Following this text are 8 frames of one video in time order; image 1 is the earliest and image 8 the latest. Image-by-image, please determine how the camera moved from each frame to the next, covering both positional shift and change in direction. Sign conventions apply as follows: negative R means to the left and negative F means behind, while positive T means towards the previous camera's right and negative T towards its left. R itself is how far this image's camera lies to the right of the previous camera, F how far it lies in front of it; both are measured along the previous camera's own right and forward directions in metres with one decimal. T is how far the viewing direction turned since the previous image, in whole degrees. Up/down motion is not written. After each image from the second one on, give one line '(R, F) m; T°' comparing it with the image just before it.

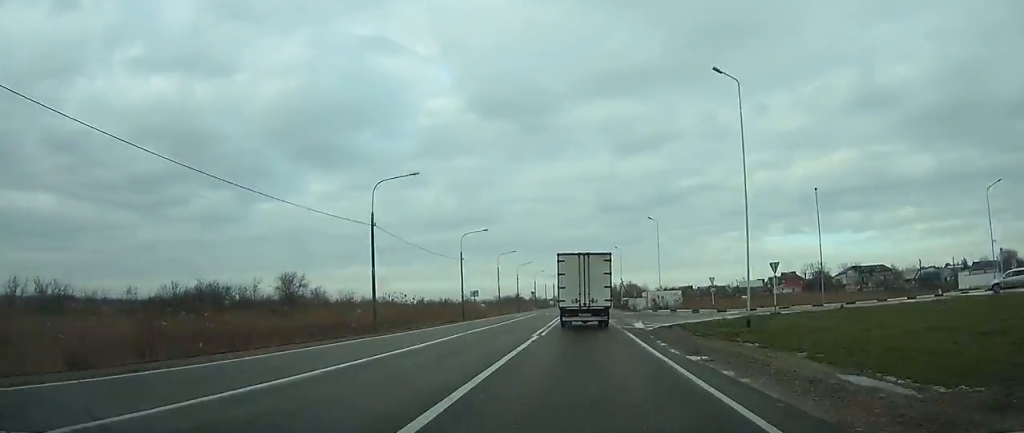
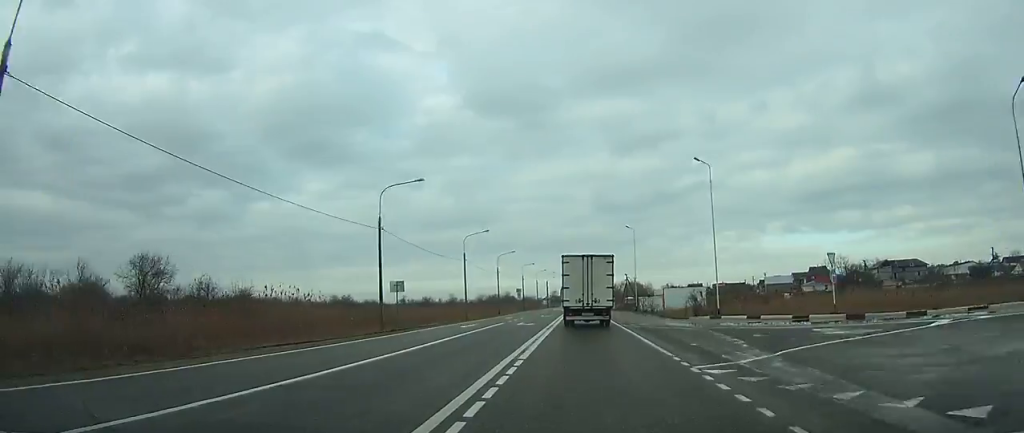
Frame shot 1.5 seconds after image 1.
(0.0, +27.7) m; 0°
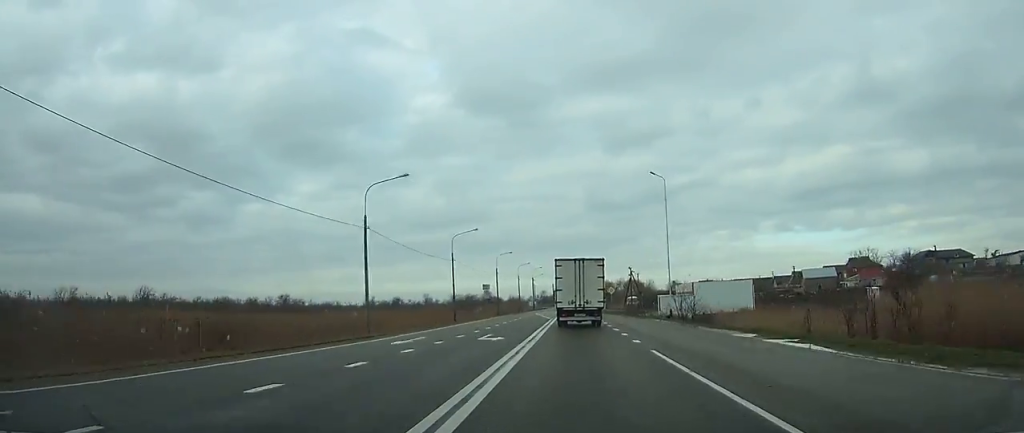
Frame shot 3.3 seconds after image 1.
(0.0, +31.4) m; 0°
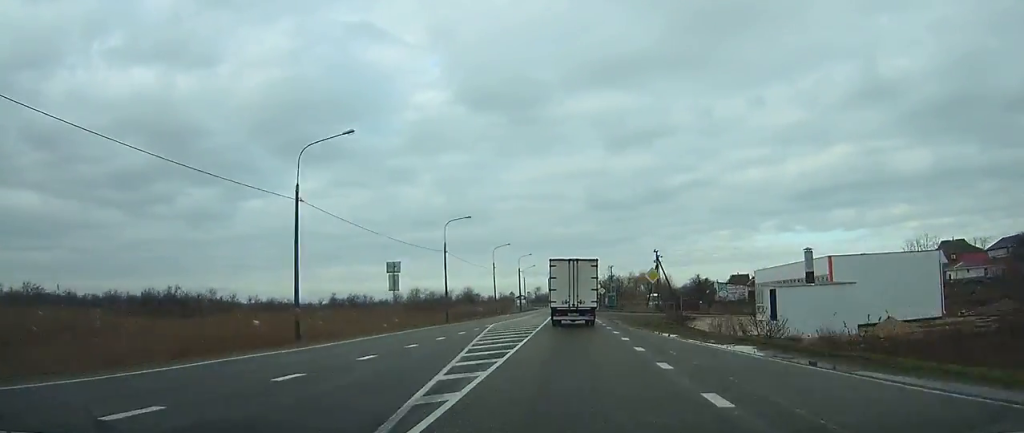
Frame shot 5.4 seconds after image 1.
(-0.1, +38.6) m; 0°
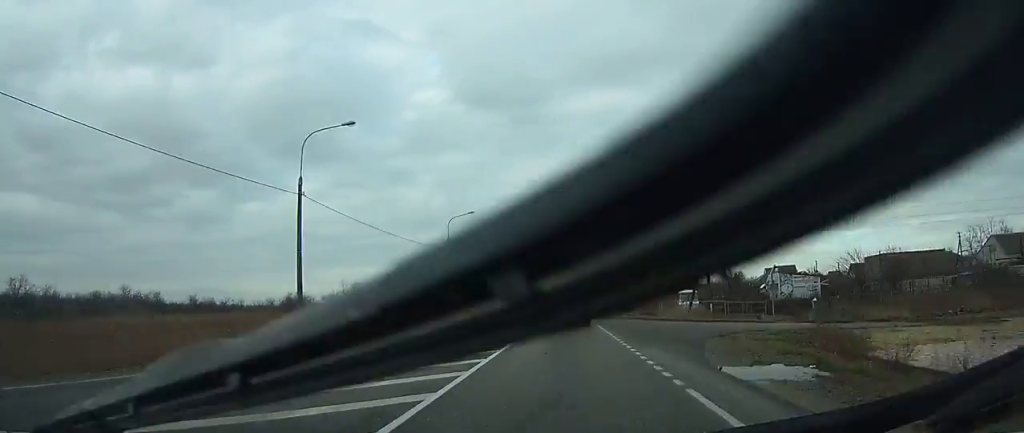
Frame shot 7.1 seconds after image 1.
(0.0, +31.5) m; 0°
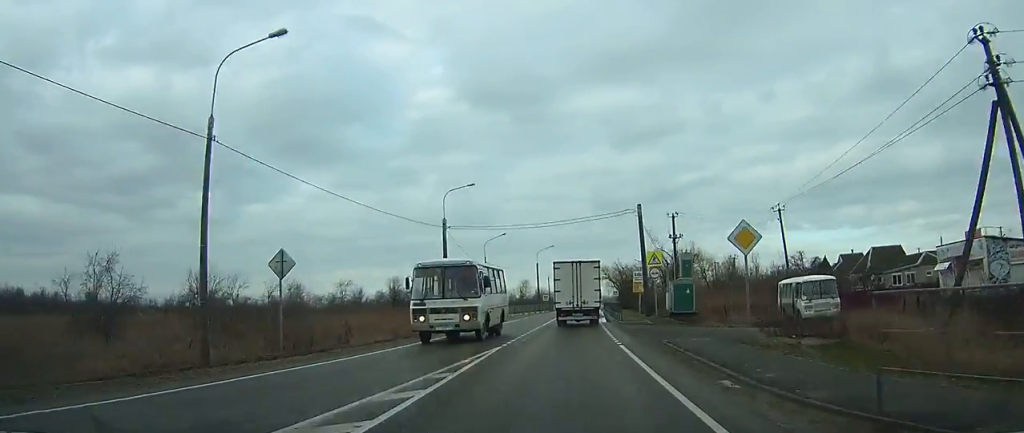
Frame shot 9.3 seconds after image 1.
(+0.2, +39.0) m; +1°
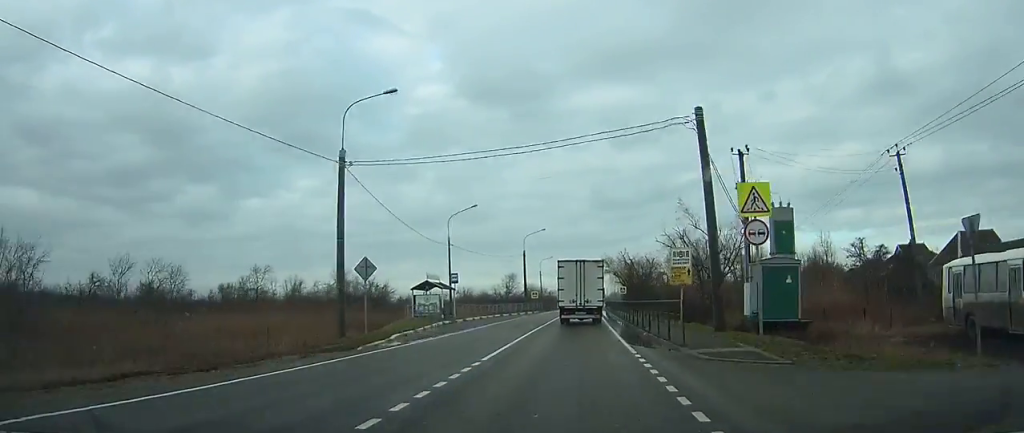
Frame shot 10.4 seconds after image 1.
(-0.1, +20.8) m; 0°
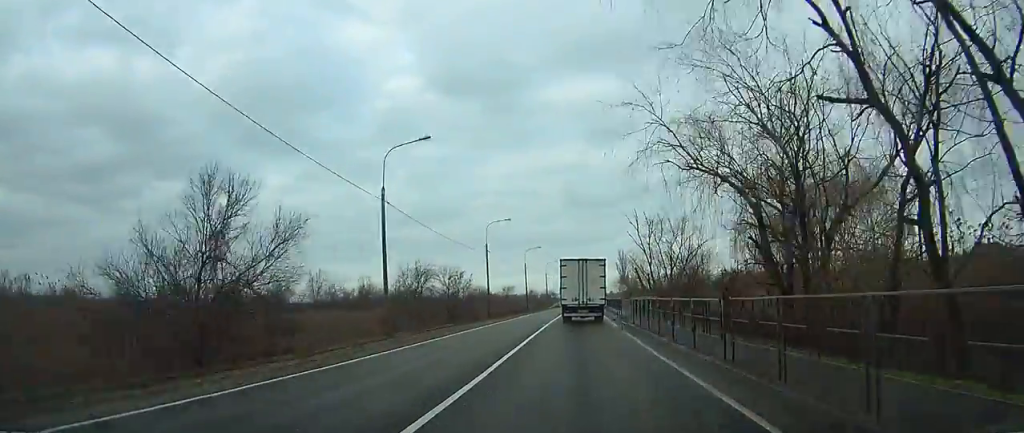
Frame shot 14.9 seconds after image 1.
(+2.0, +84.7) m; +3°
